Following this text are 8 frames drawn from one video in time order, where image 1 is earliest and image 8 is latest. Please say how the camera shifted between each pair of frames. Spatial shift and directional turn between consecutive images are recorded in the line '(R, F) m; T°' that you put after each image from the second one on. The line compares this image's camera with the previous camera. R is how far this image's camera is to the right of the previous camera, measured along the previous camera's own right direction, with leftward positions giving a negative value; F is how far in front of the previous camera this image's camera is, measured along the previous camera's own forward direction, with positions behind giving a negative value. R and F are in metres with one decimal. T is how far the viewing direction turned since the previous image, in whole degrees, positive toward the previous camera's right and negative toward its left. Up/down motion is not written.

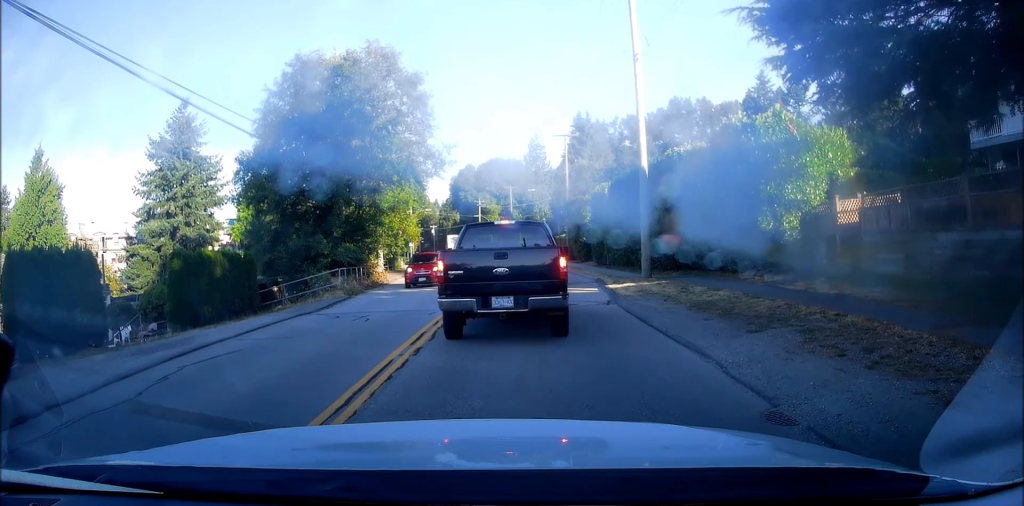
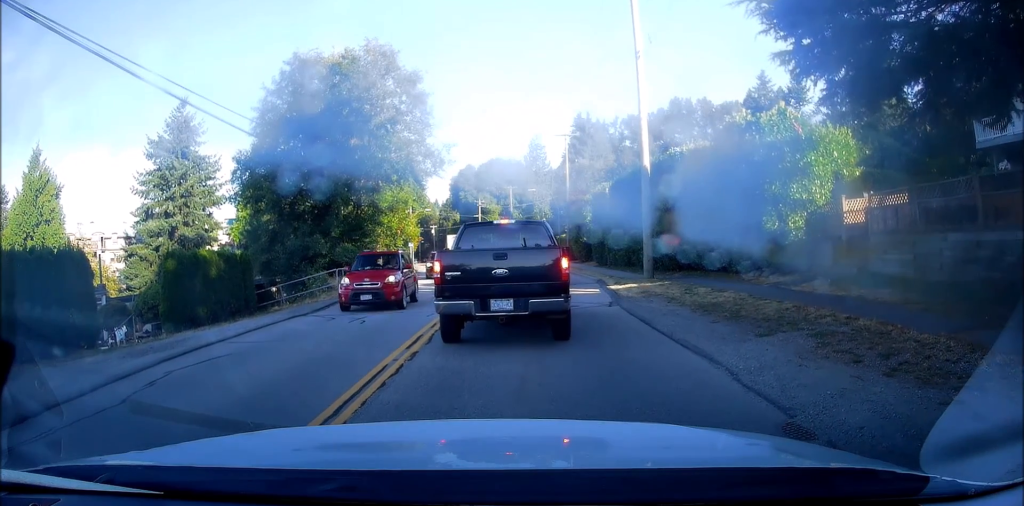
(0.0, +0.6) m; 0°
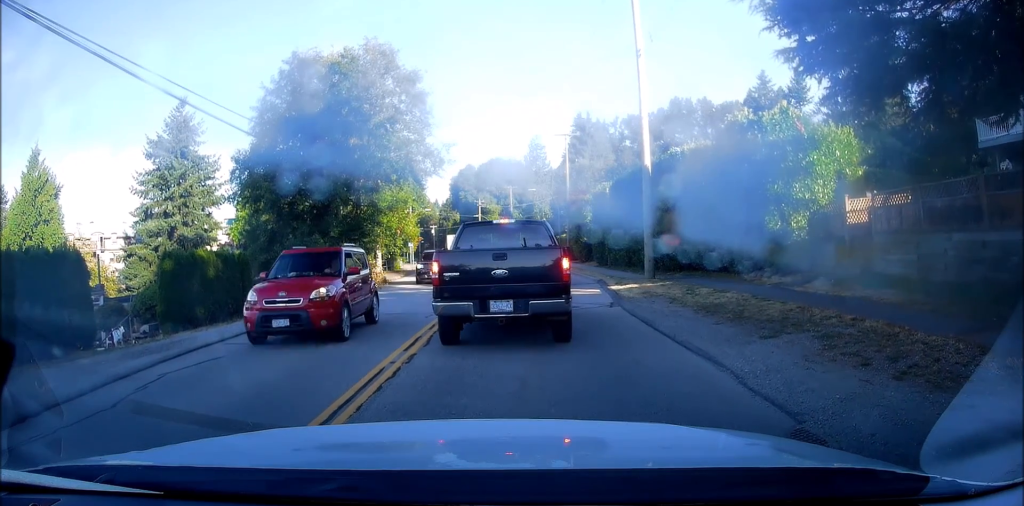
(0.0, +0.3) m; 0°
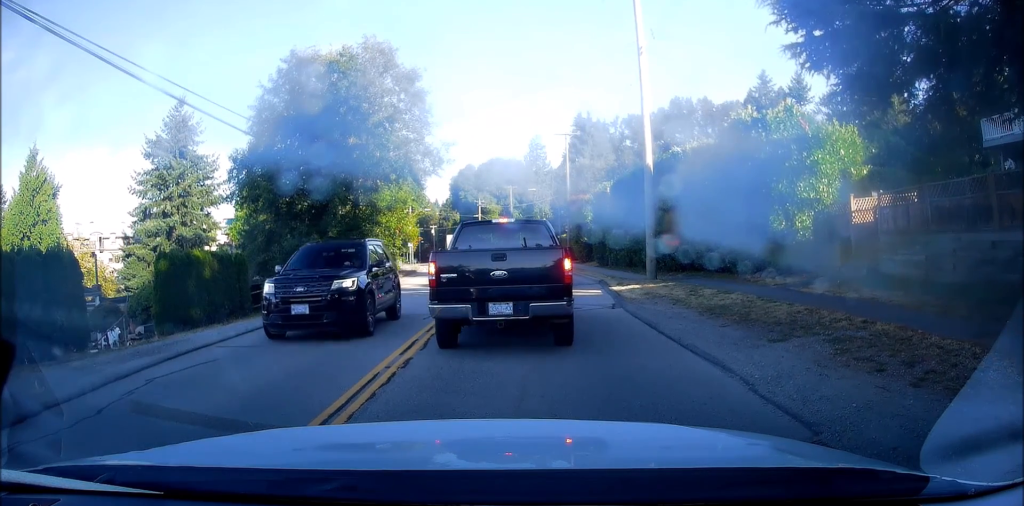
(0.0, +0.8) m; 0°
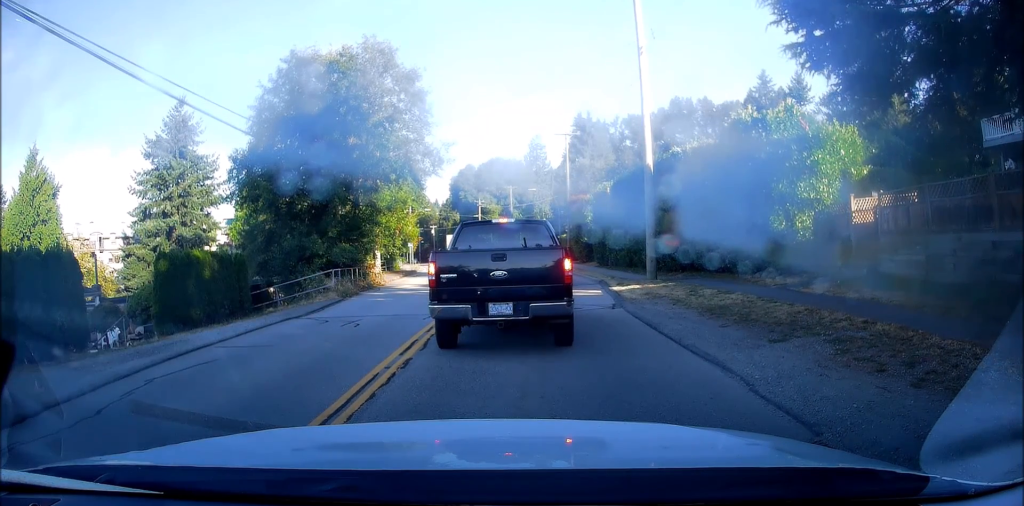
(0.0, +0.4) m; 0°
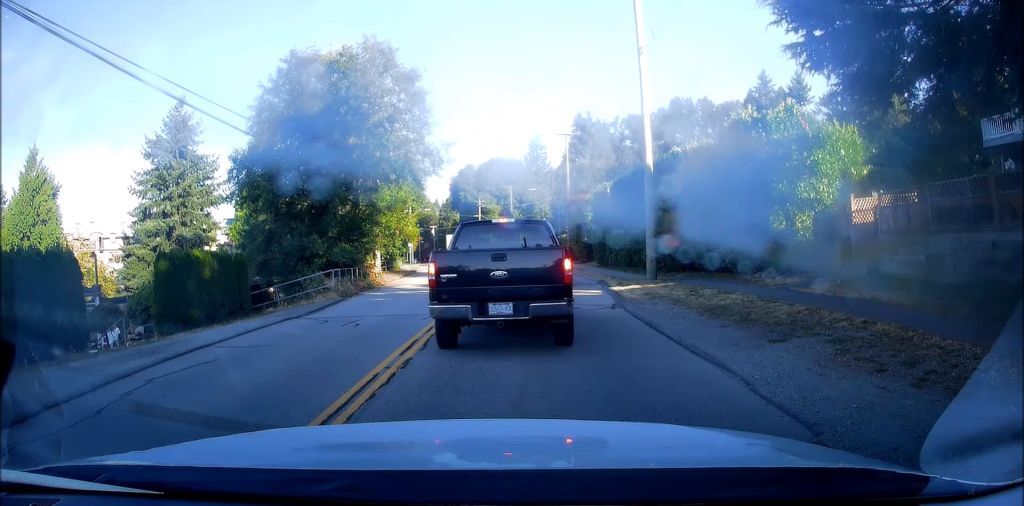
(0.0, 0.0) m; 0°
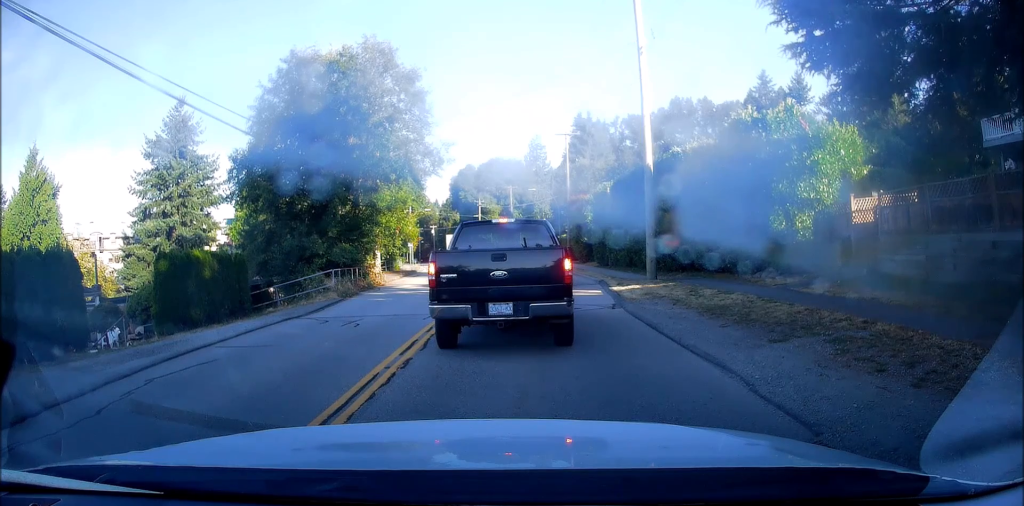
(0.0, 0.0) m; 0°
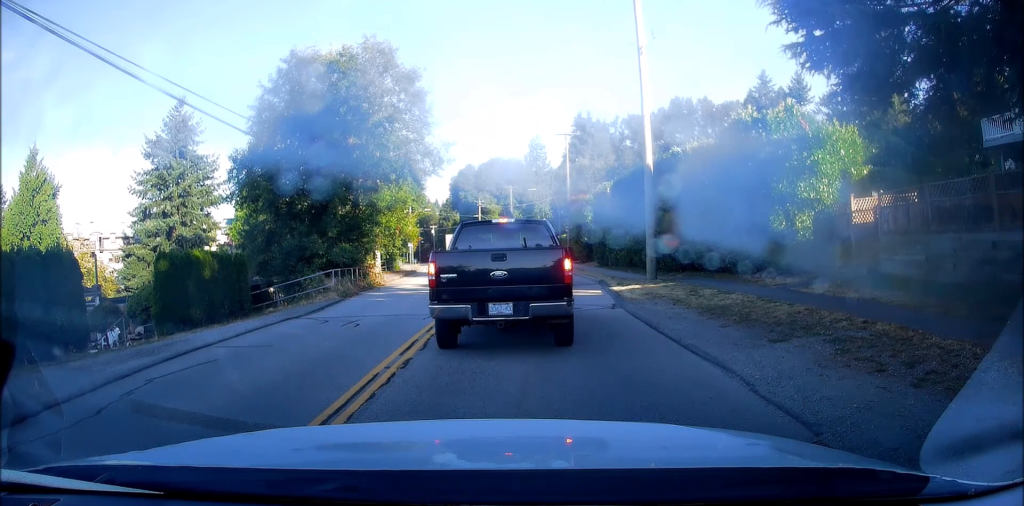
(0.0, 0.0) m; 0°
